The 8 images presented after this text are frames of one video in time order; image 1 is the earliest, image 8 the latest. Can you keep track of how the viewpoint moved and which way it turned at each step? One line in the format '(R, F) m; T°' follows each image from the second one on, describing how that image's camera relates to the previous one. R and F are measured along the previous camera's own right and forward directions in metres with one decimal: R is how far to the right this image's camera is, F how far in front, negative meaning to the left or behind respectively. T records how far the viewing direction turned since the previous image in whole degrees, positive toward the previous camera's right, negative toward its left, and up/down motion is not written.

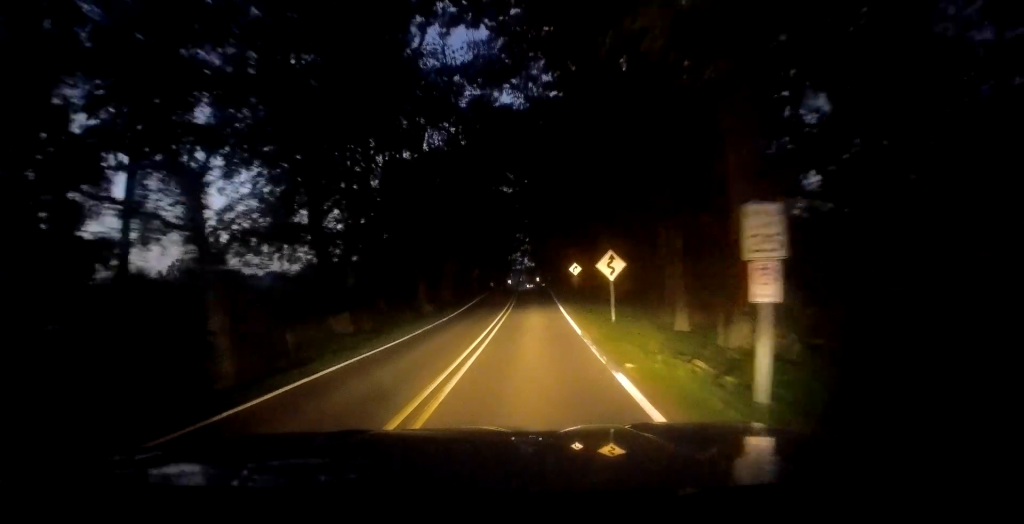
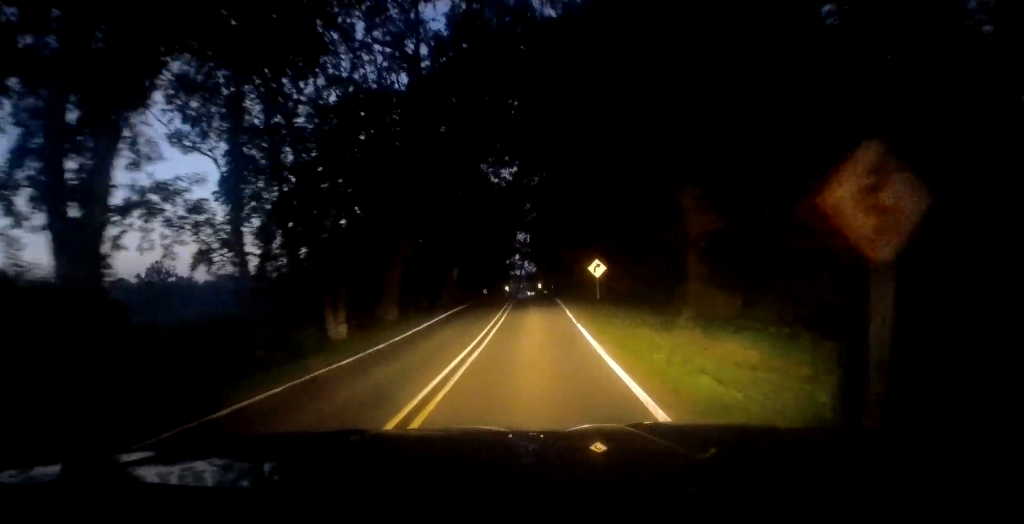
(+0.7, +15.8) m; +1°
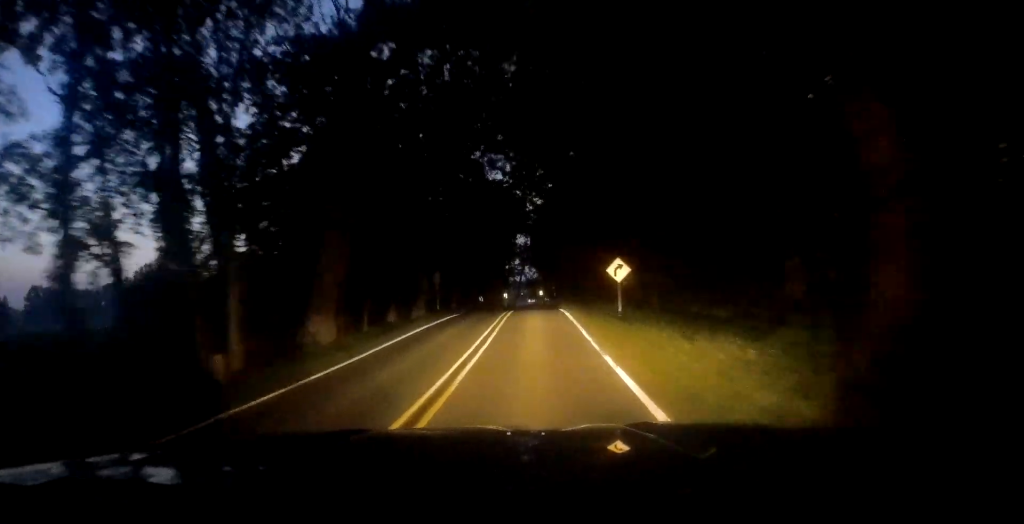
(+0.1, +7.9) m; -2°
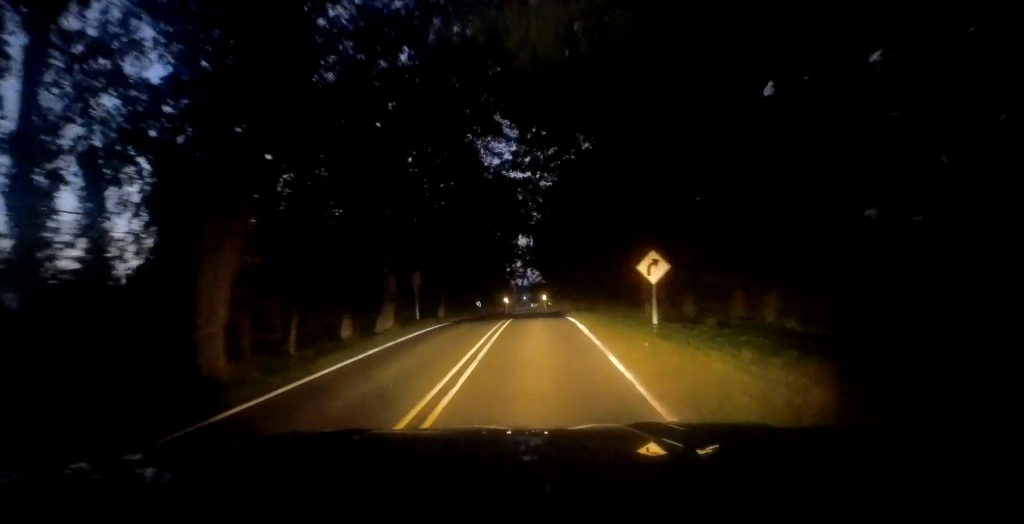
(-0.3, +6.7) m; 0°
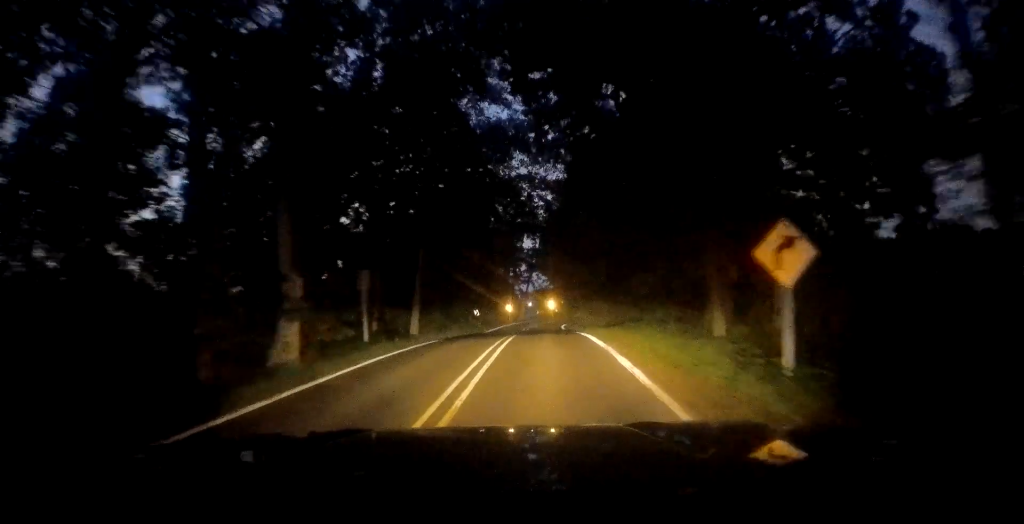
(0.0, +9.3) m; 0°
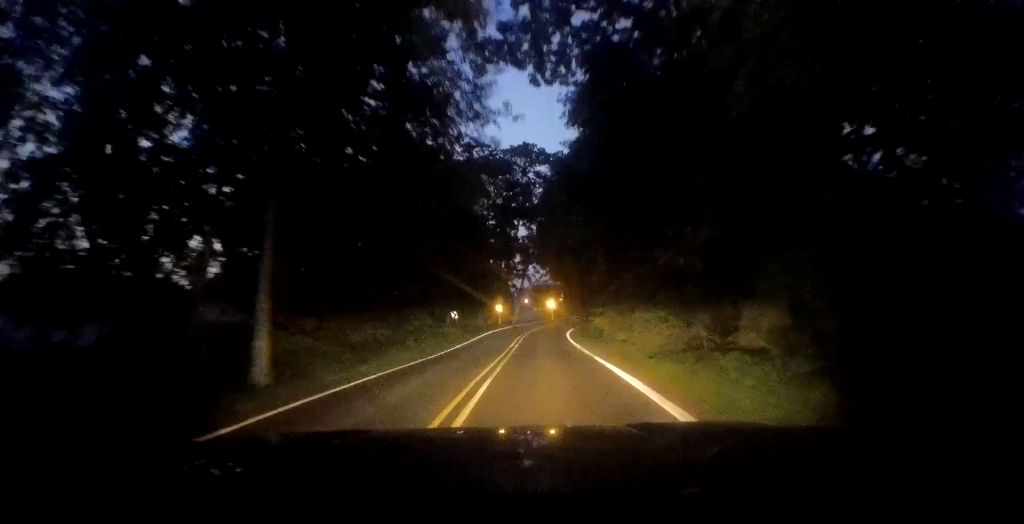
(-0.1, +14.9) m; -2°
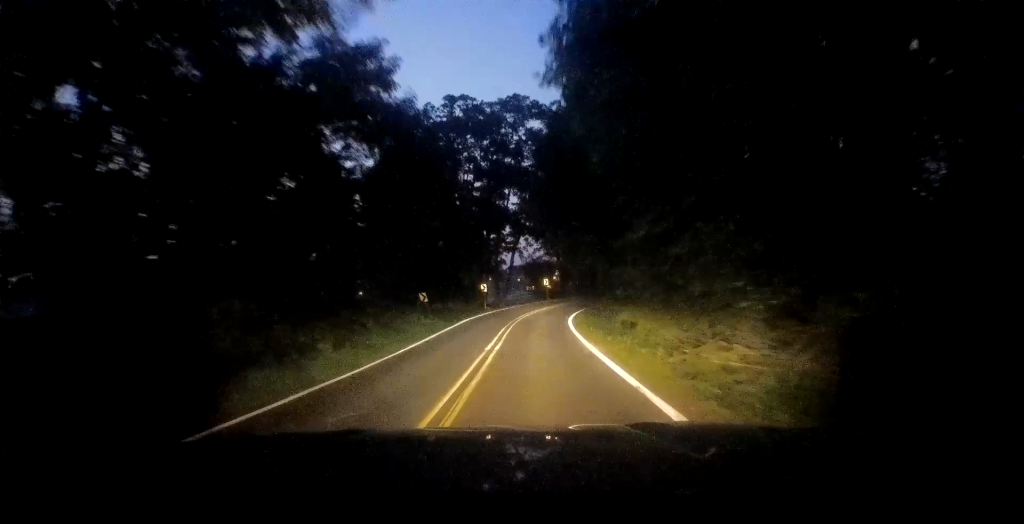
(-0.2, +11.1) m; -1°
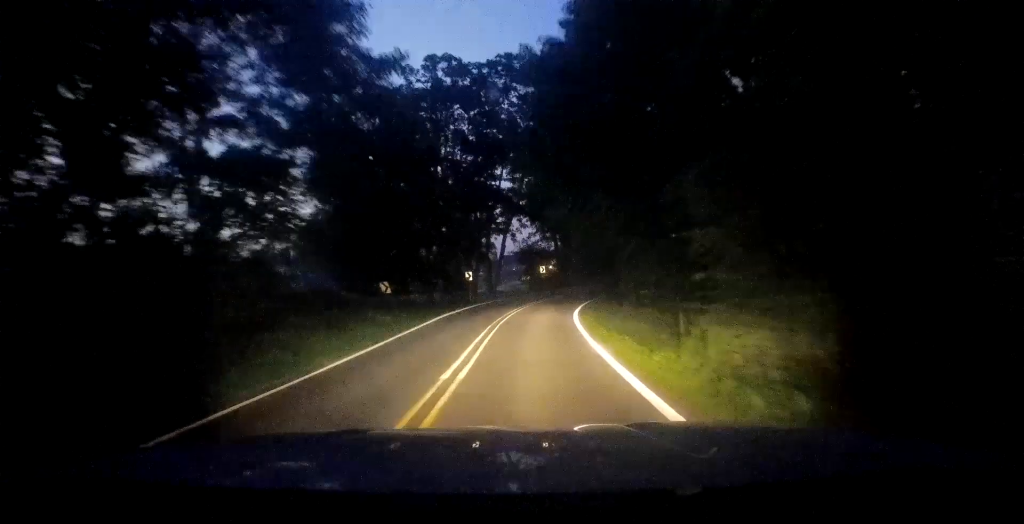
(0.0, +8.8) m; +1°
